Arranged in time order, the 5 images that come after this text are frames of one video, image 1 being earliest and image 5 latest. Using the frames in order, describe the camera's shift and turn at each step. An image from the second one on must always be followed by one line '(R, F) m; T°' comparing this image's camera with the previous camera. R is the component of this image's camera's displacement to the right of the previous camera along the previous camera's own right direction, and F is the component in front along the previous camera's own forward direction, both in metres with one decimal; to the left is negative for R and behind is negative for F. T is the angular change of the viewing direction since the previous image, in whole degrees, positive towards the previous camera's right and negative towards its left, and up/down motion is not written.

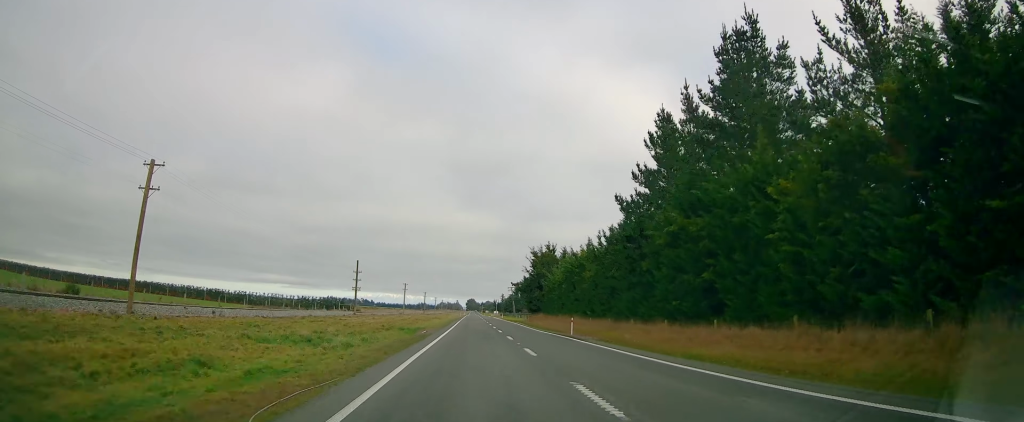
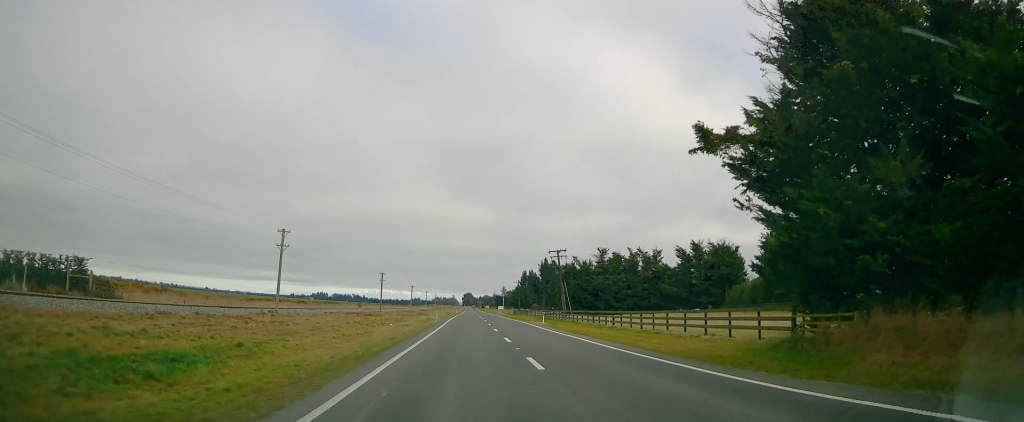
(-0.2, +84.9) m; 0°
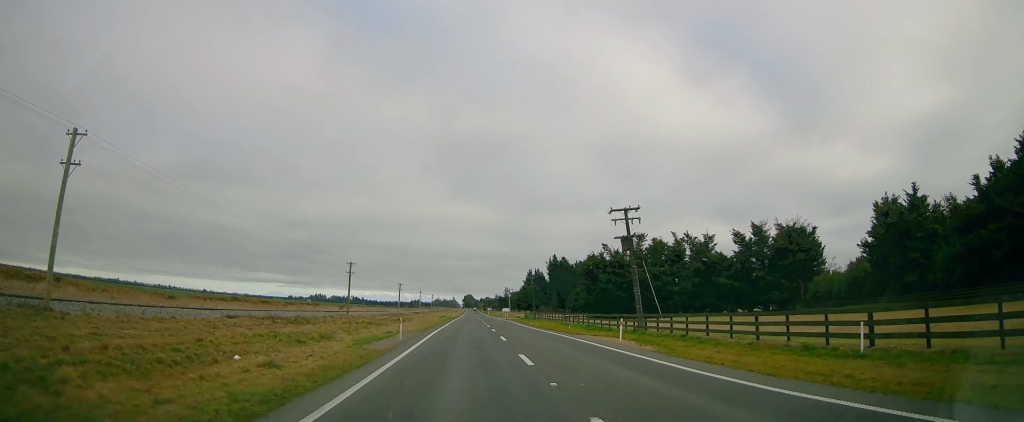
(+0.4, +28.3) m; 0°
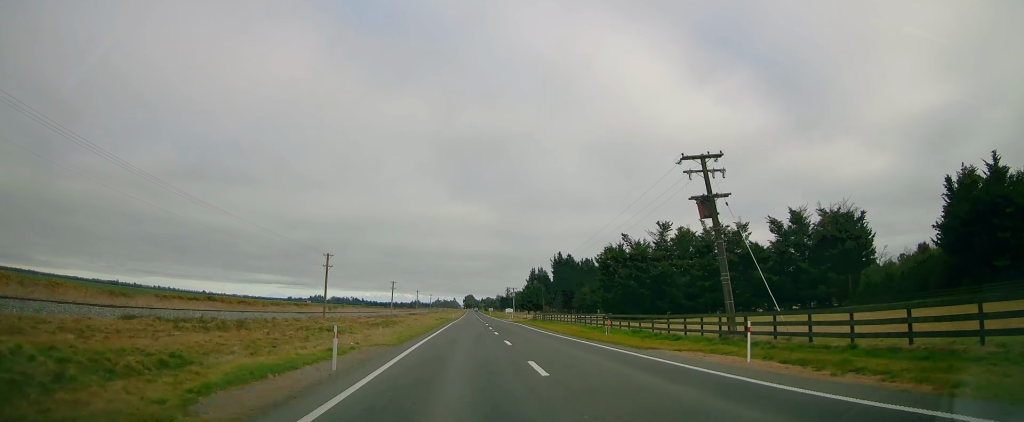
(-0.2, +12.7) m; -1°
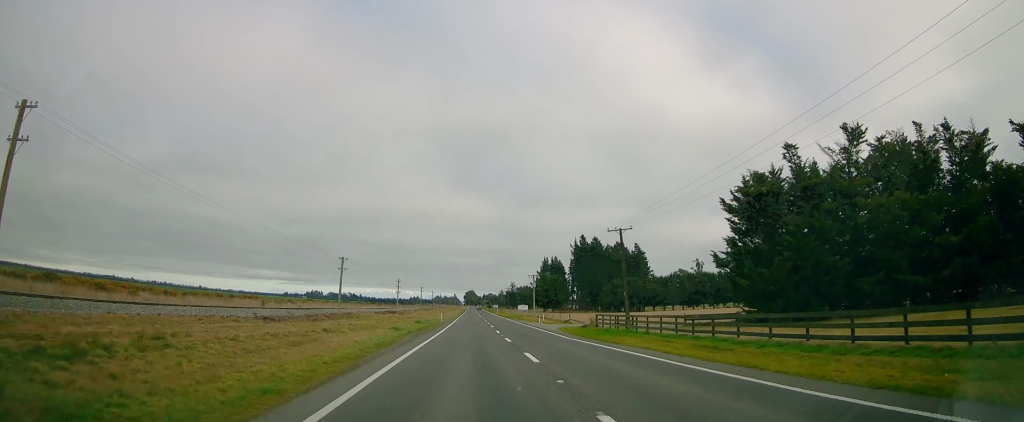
(-0.3, +47.5) m; 0°
